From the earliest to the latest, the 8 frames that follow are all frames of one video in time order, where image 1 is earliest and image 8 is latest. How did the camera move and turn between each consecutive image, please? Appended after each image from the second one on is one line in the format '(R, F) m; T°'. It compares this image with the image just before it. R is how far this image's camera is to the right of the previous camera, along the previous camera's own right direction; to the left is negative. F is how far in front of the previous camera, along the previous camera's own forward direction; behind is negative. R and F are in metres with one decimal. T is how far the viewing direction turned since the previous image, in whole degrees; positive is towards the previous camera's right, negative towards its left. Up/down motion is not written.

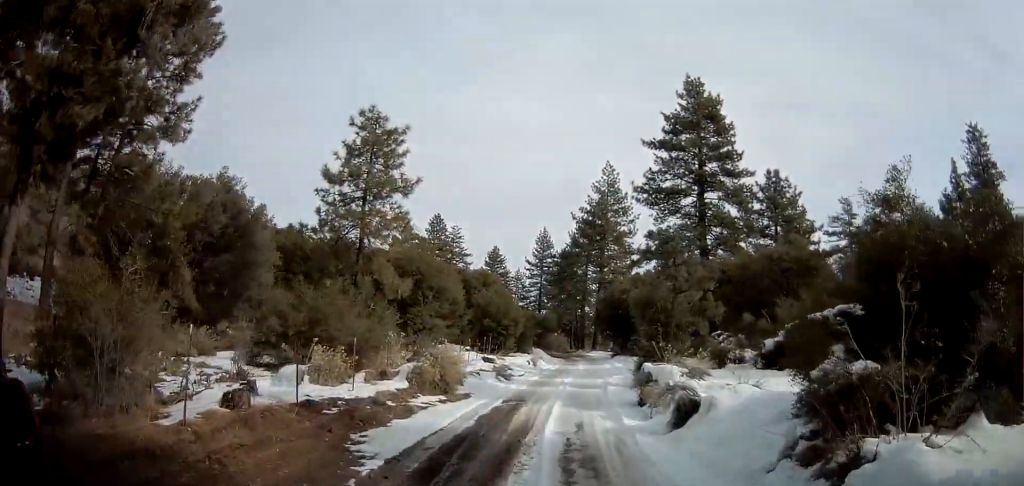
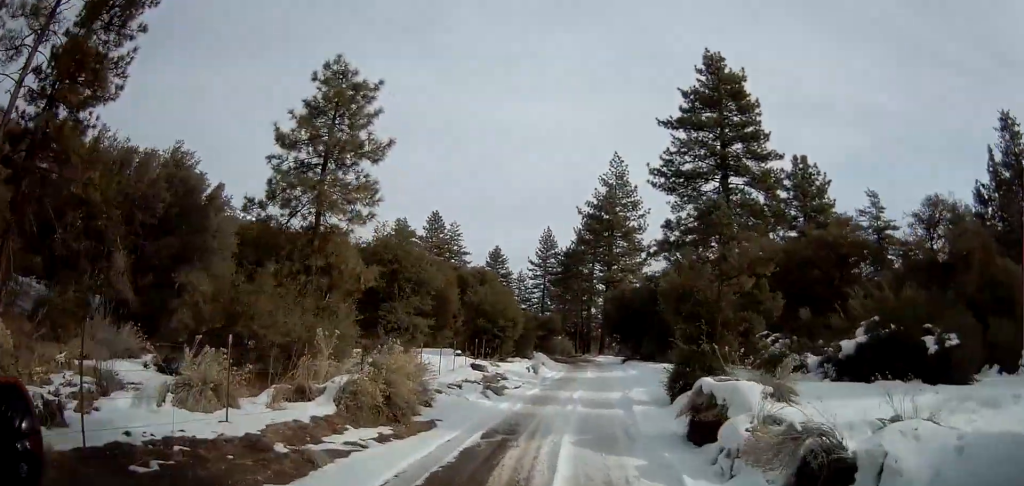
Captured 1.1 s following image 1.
(0.0, +5.6) m; +2°
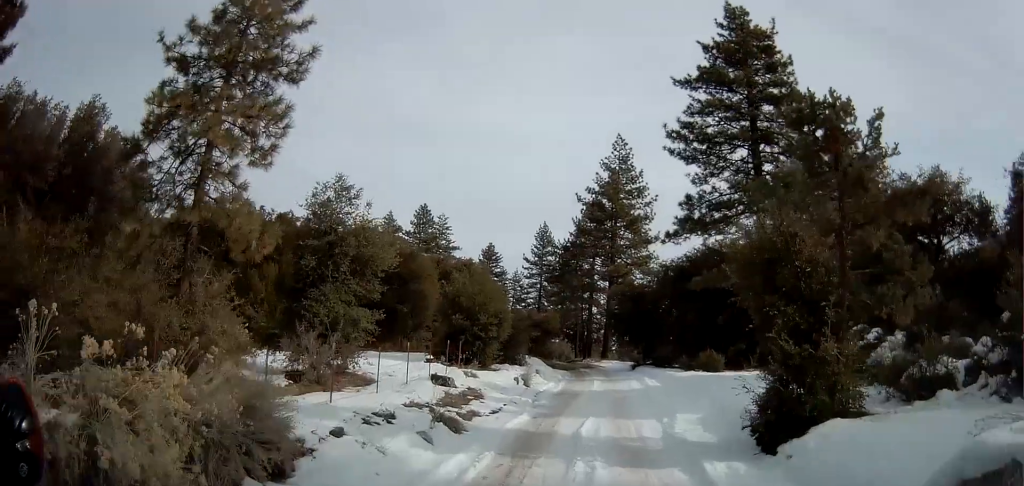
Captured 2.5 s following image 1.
(+0.4, +7.7) m; +1°
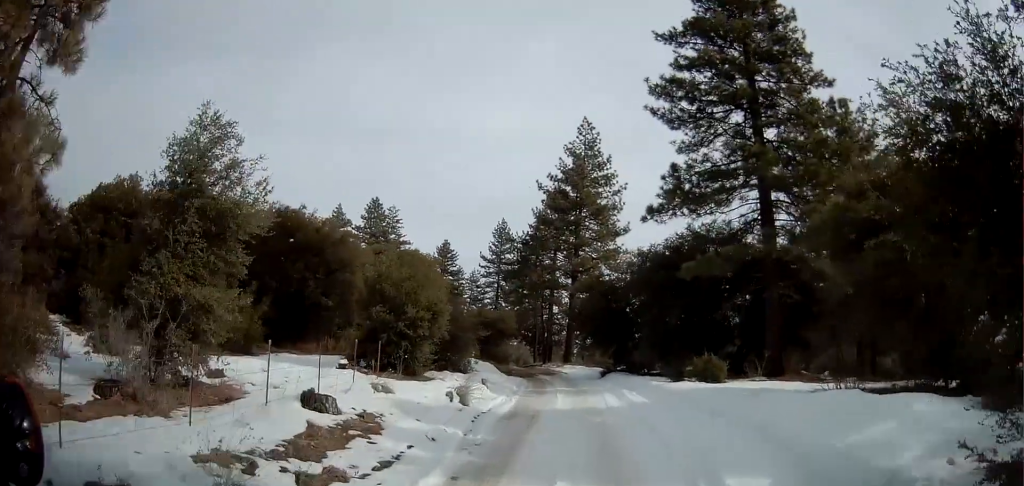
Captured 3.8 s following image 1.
(-0.2, +6.9) m; +2°
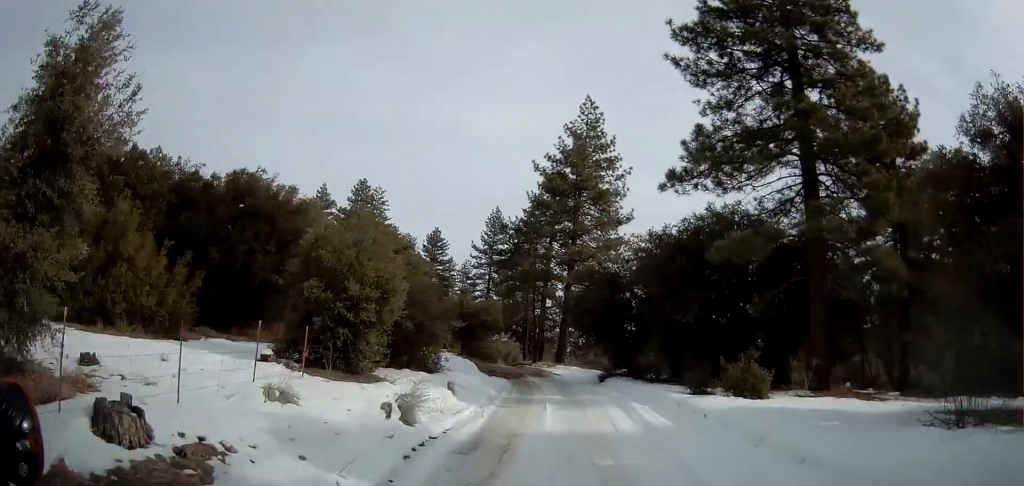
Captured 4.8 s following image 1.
(+0.3, +5.5) m; +3°
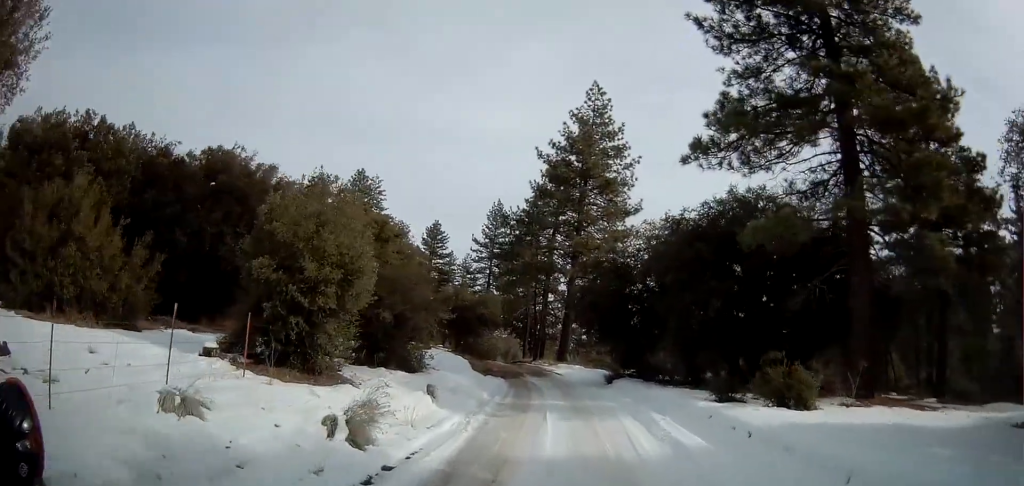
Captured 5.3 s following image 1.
(0.0, +3.2) m; 0°
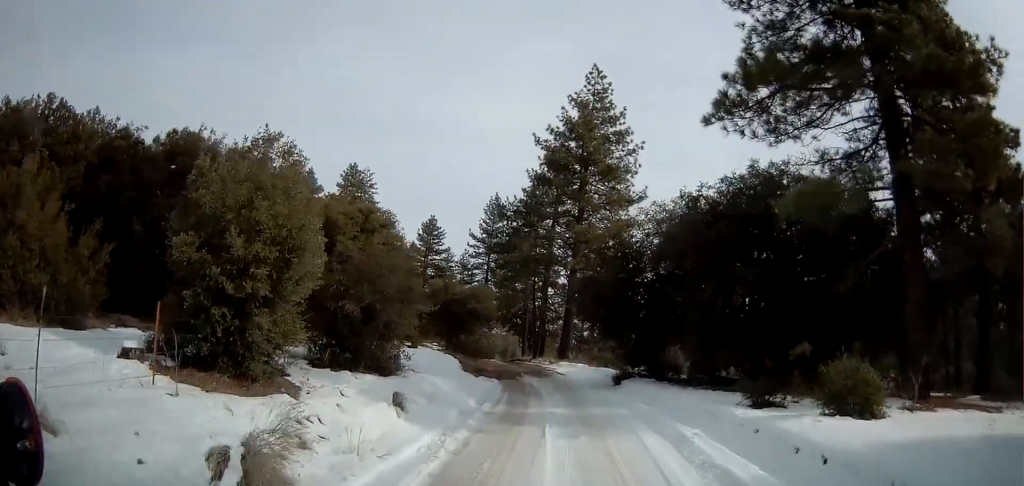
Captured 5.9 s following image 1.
(0.0, +3.1) m; -1°
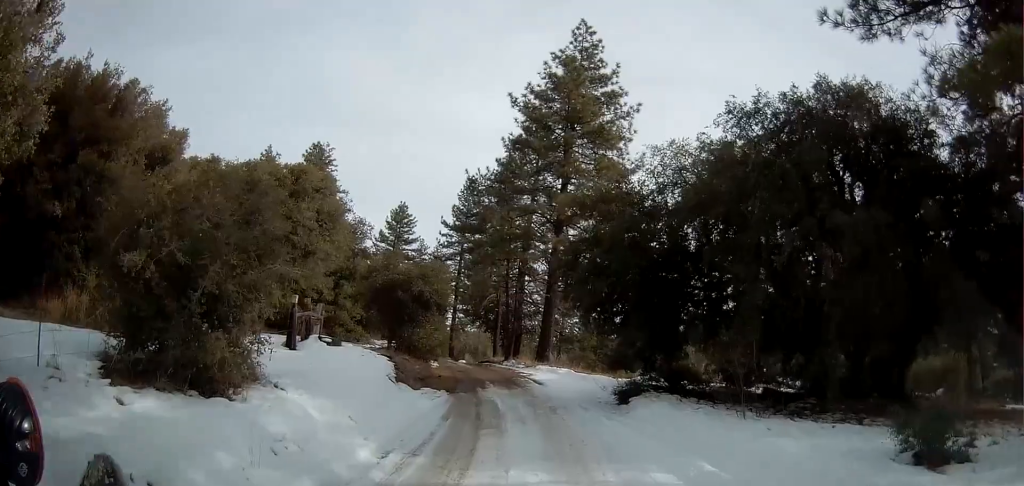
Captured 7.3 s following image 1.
(-0.3, +8.0) m; -4°
